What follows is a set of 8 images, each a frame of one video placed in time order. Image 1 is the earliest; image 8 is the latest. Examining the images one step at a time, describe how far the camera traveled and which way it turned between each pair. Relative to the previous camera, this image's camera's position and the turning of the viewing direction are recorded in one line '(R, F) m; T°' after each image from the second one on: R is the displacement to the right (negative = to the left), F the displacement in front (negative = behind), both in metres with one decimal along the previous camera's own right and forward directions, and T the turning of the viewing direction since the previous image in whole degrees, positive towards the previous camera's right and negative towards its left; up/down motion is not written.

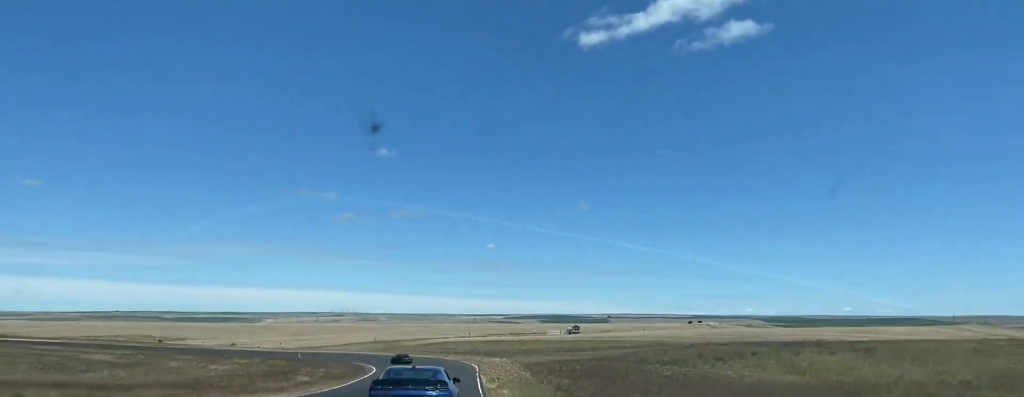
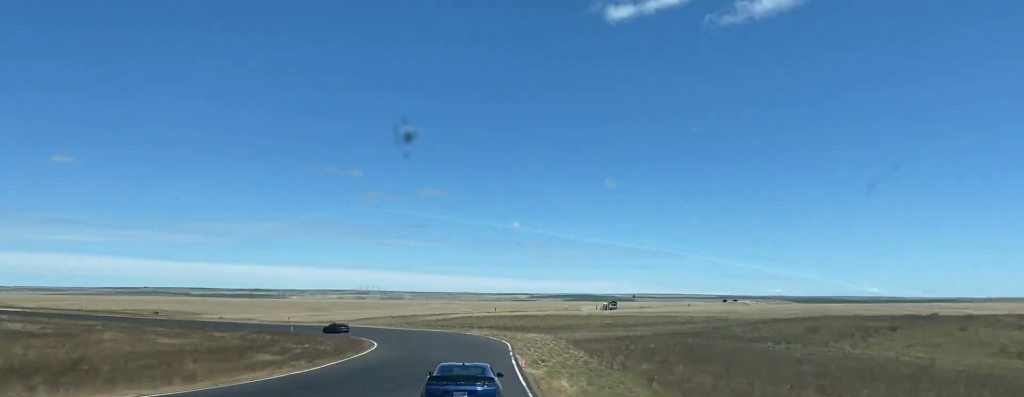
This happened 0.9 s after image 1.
(-2.2, +22.4) m; -3°
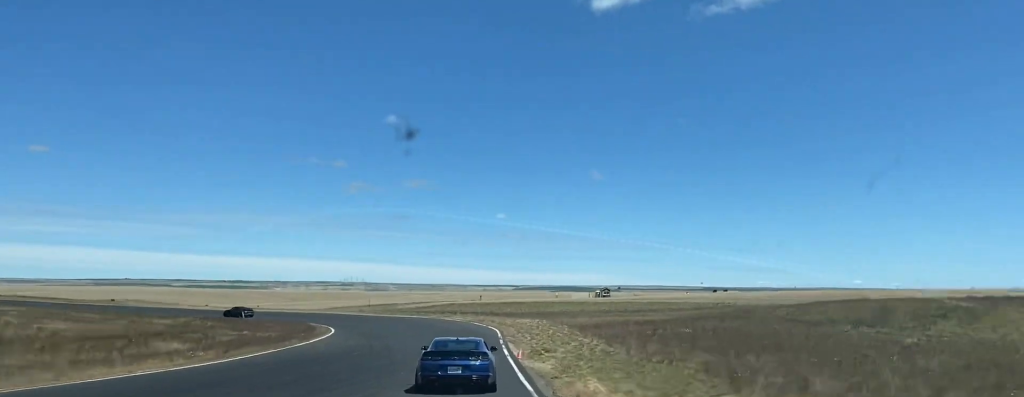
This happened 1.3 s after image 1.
(+0.5, +11.9) m; 0°
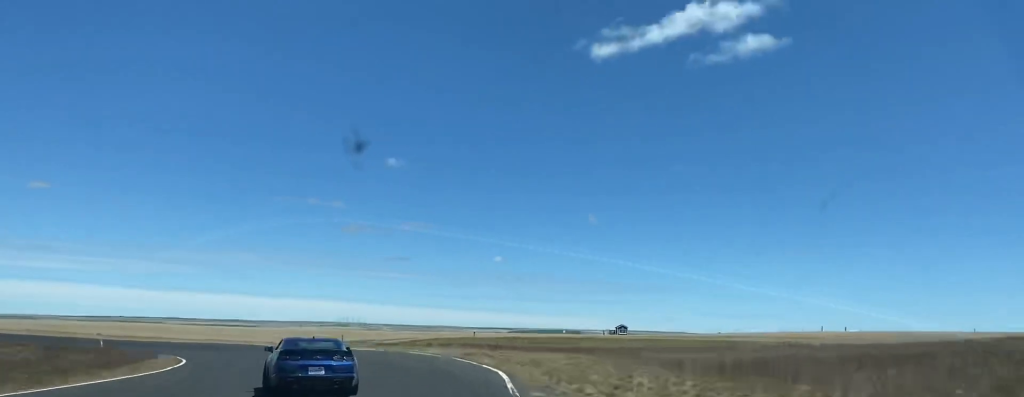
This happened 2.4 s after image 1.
(+0.1, +29.2) m; -5°
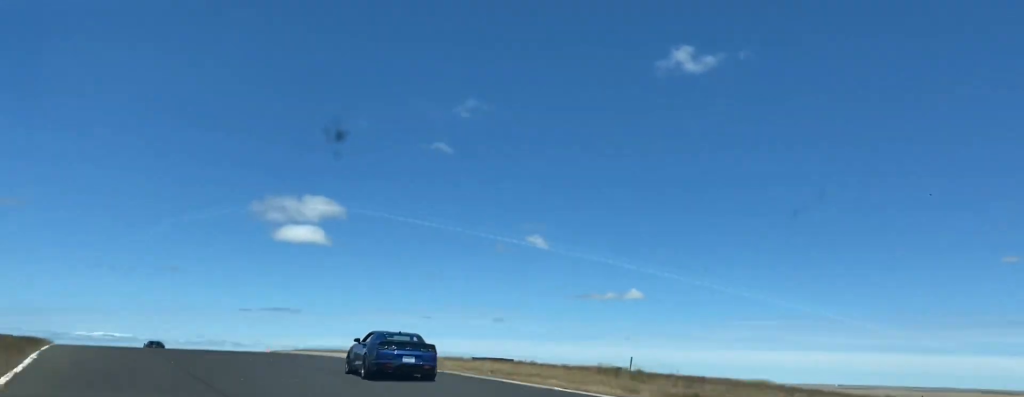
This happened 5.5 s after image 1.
(-36.3, +78.7) m; -56°
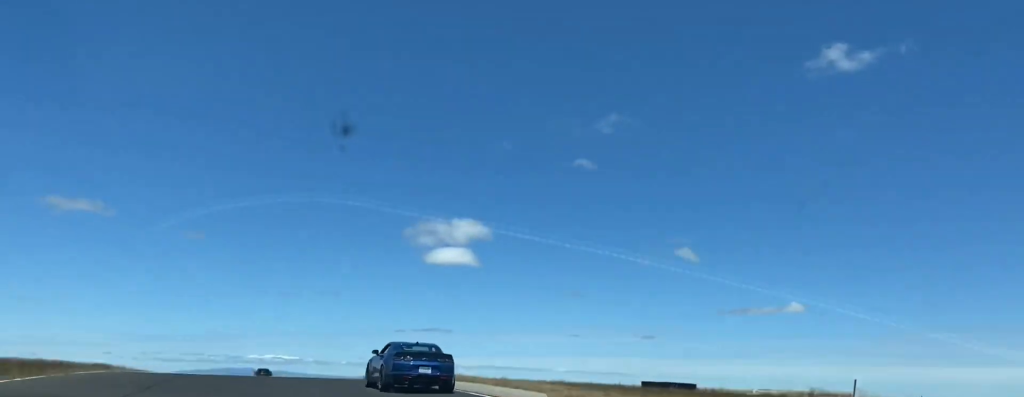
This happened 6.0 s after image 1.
(-0.9, +15.4) m; -10°
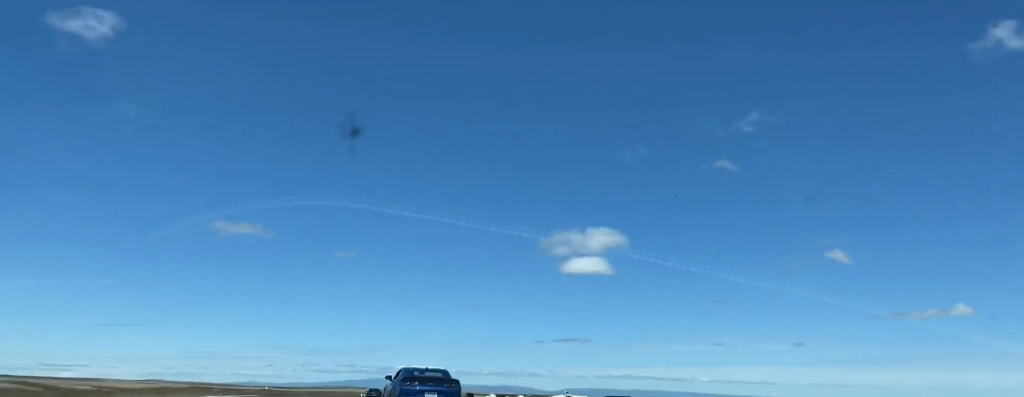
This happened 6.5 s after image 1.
(-2.3, +18.4) m; -8°
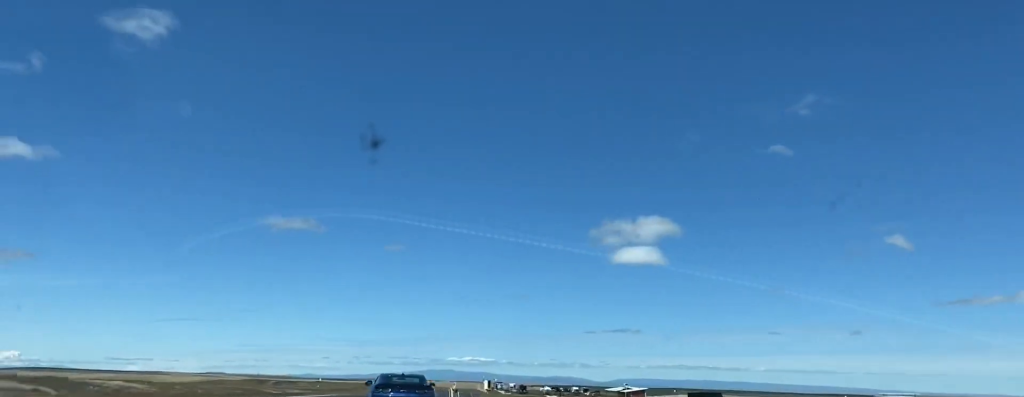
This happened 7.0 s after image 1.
(-0.8, +15.8) m; -5°
